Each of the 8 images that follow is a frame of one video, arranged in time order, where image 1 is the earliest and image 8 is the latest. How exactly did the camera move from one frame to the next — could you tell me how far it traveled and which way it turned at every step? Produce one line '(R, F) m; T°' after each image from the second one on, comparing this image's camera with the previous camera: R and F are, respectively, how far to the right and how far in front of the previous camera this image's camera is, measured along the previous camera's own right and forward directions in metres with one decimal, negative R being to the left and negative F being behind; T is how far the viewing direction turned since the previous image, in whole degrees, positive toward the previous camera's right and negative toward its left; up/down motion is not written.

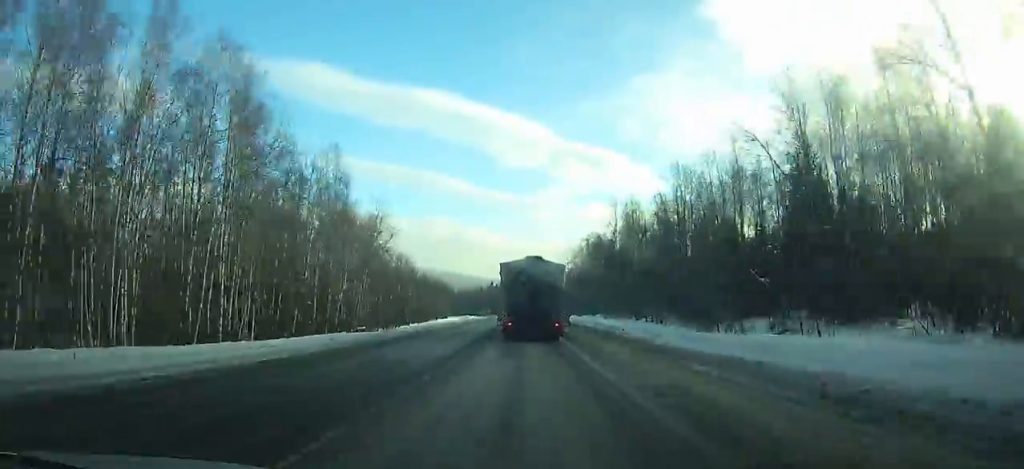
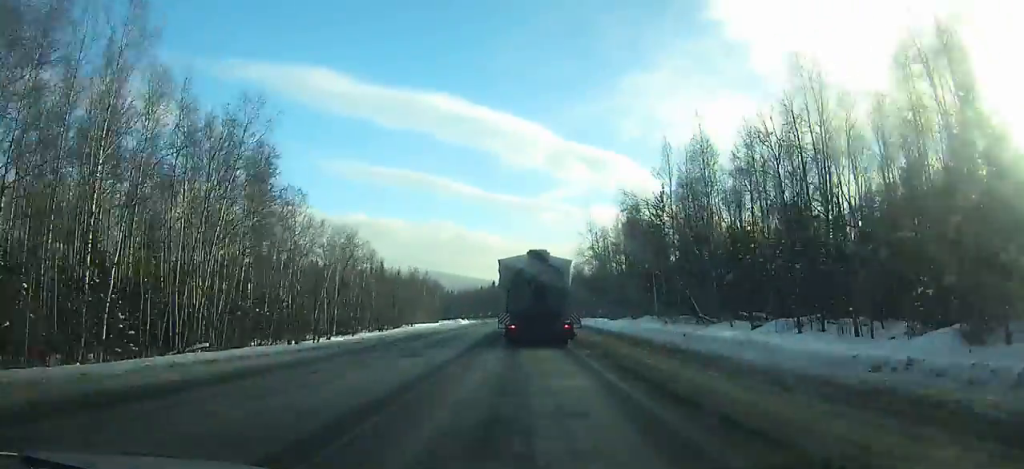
(-0.1, +33.0) m; 0°
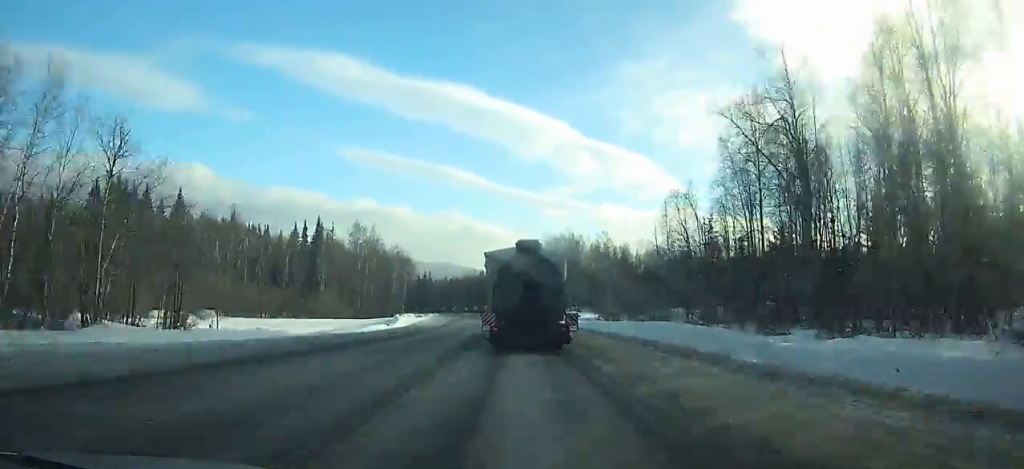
(-0.6, +75.1) m; -2°
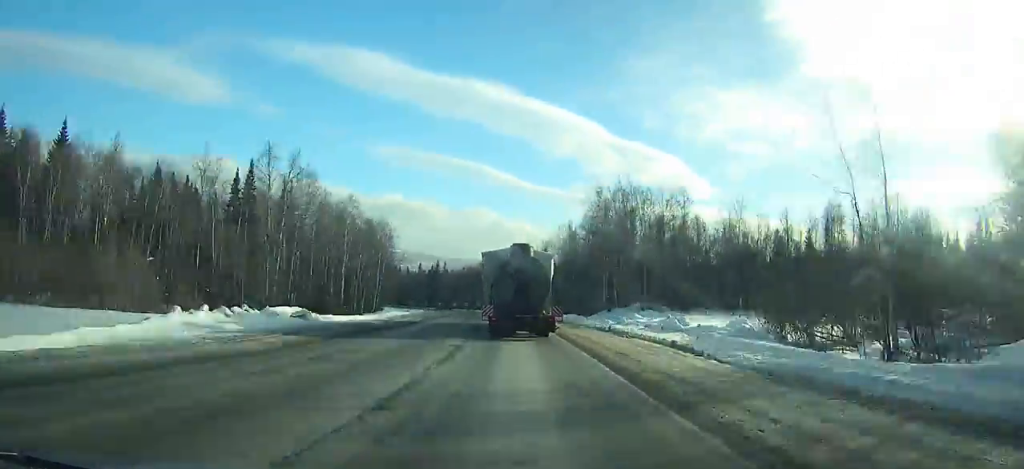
(-1.1, +47.1) m; -3°
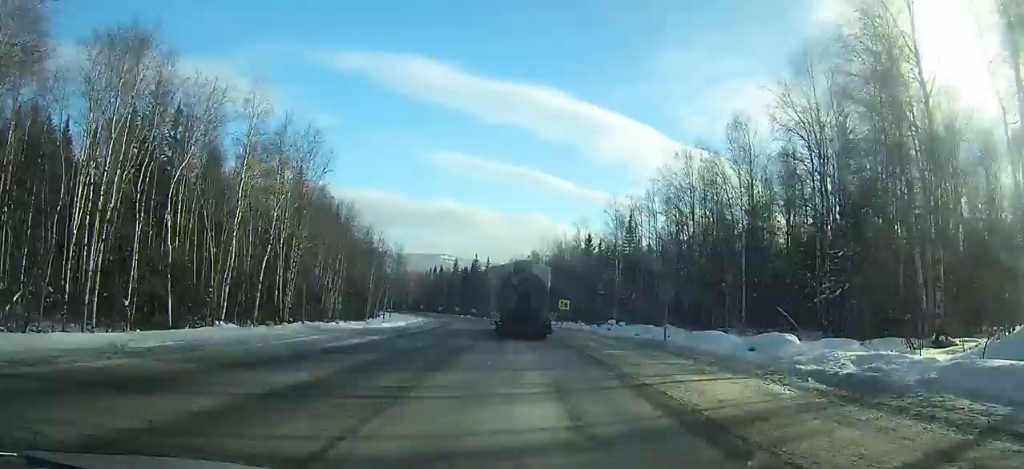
(-2.7, +59.2) m; -5°
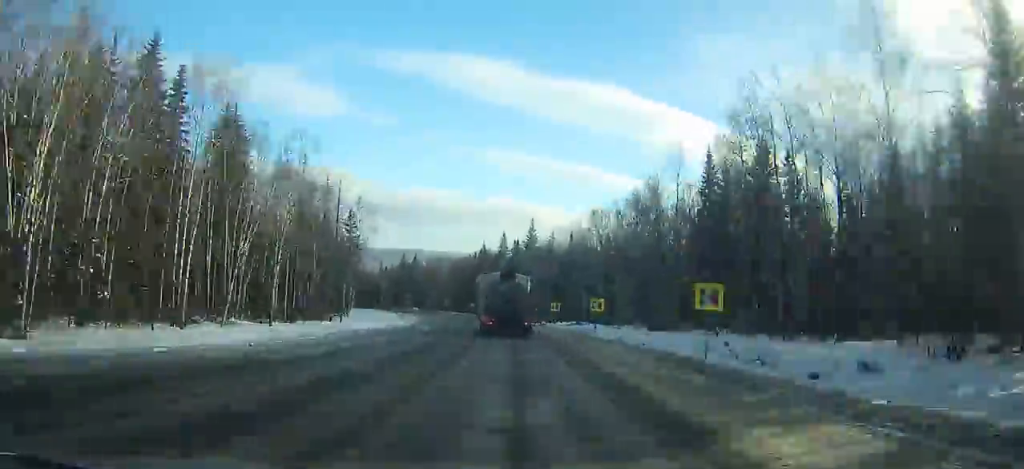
(-4.0, +74.2) m; -8°
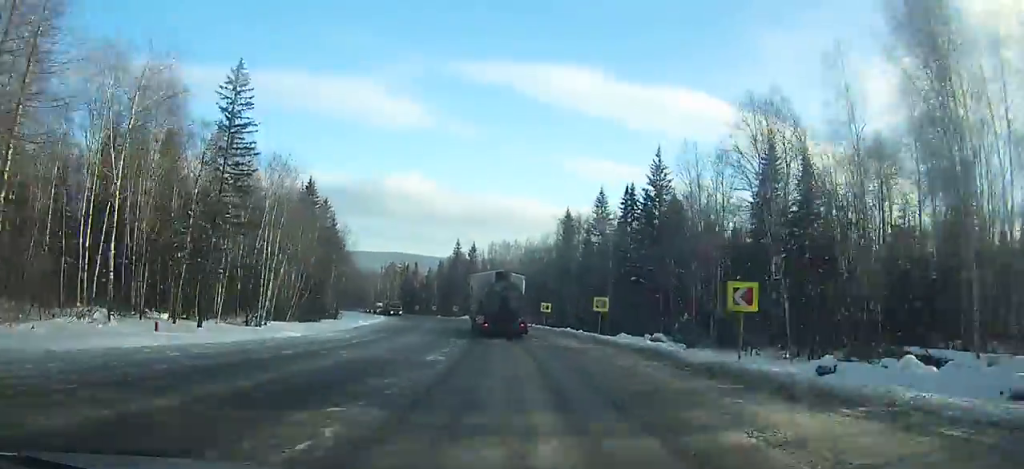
(-3.6, +58.6) m; -8°
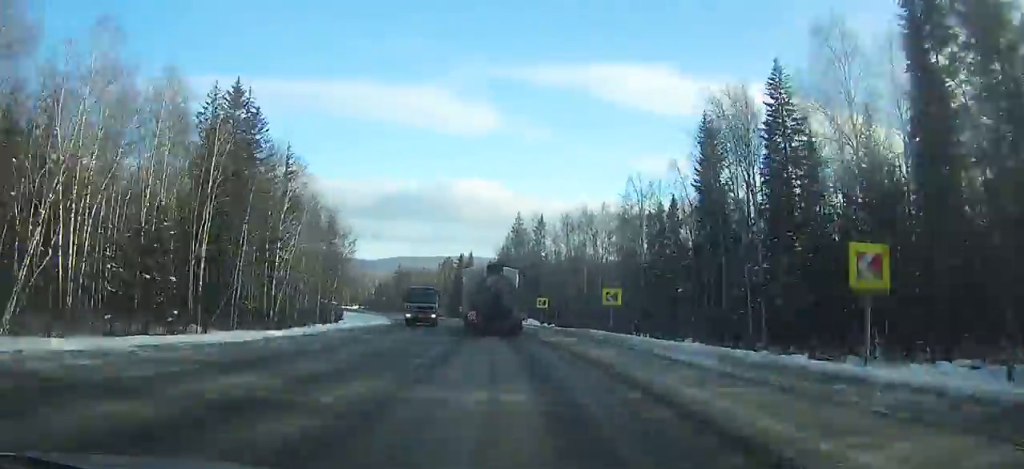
(-2.8, +45.7) m; -7°
